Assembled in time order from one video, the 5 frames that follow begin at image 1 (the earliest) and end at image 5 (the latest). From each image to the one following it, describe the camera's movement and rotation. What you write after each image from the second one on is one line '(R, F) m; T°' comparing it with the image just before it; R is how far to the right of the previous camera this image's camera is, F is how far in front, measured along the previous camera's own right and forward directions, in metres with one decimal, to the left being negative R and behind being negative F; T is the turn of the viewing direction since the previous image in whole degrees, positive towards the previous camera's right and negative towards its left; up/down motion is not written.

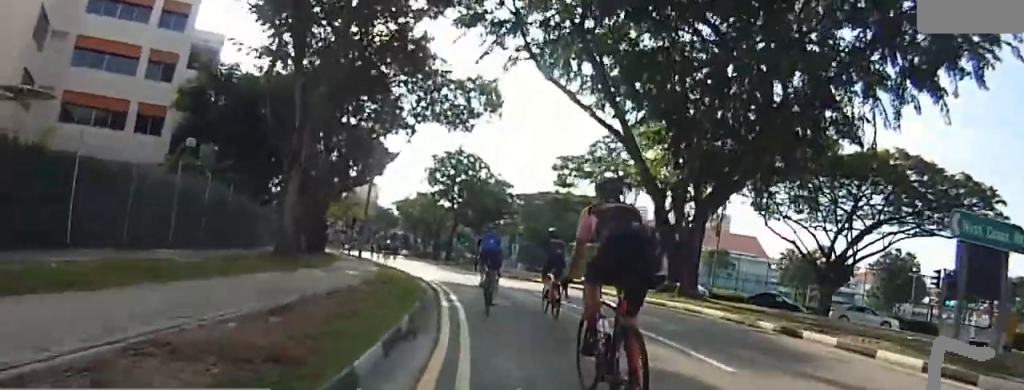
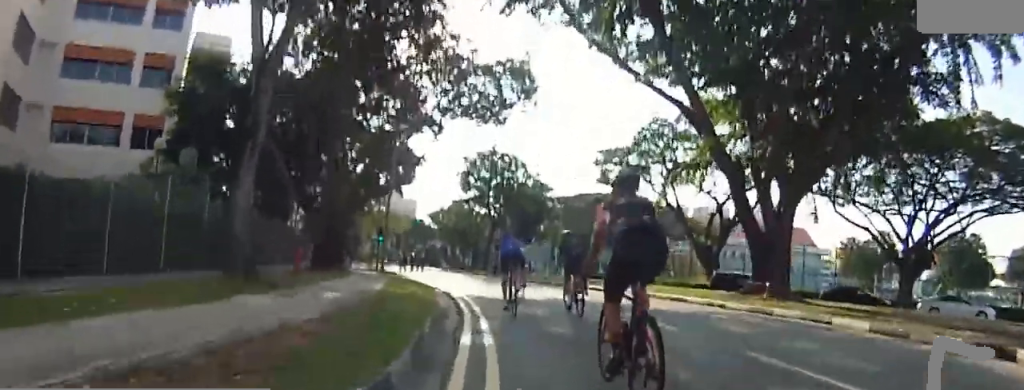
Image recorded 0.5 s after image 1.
(+0.3, +3.9) m; -2°
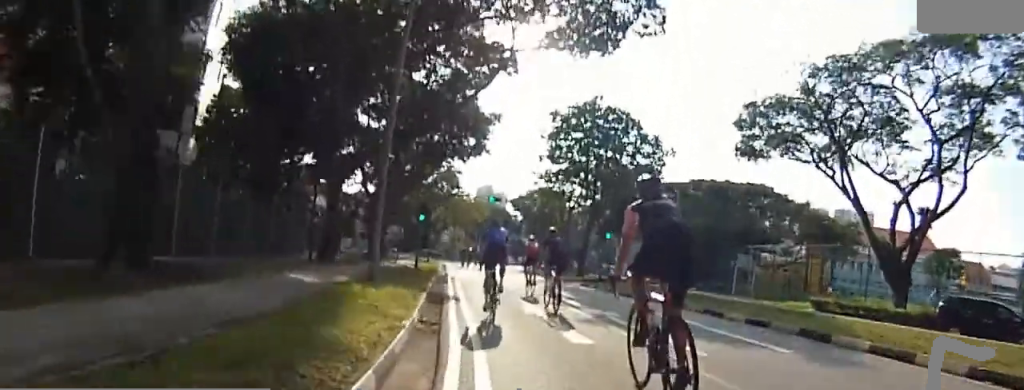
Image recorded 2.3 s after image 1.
(-1.3, +12.3) m; -14°
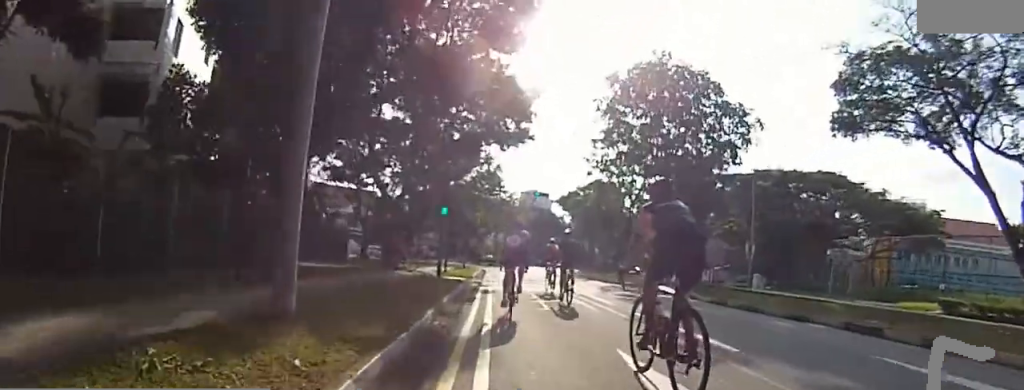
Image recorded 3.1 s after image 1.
(0.0, +6.0) m; 0°
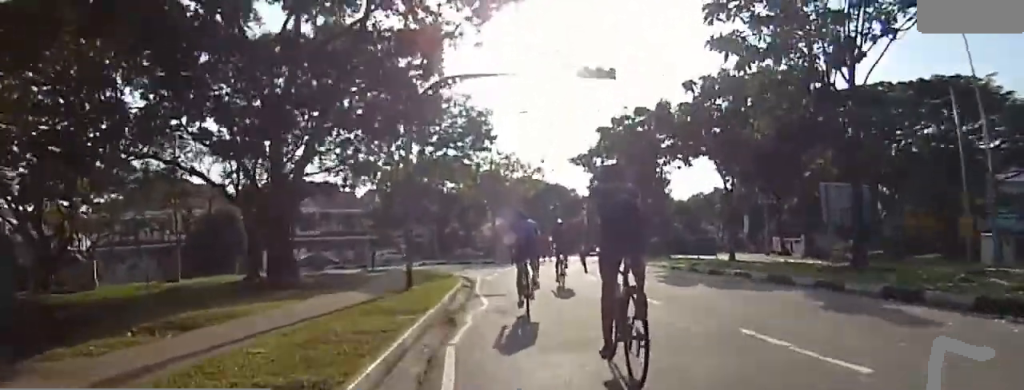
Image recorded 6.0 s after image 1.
(0.0, +19.8) m; 0°
